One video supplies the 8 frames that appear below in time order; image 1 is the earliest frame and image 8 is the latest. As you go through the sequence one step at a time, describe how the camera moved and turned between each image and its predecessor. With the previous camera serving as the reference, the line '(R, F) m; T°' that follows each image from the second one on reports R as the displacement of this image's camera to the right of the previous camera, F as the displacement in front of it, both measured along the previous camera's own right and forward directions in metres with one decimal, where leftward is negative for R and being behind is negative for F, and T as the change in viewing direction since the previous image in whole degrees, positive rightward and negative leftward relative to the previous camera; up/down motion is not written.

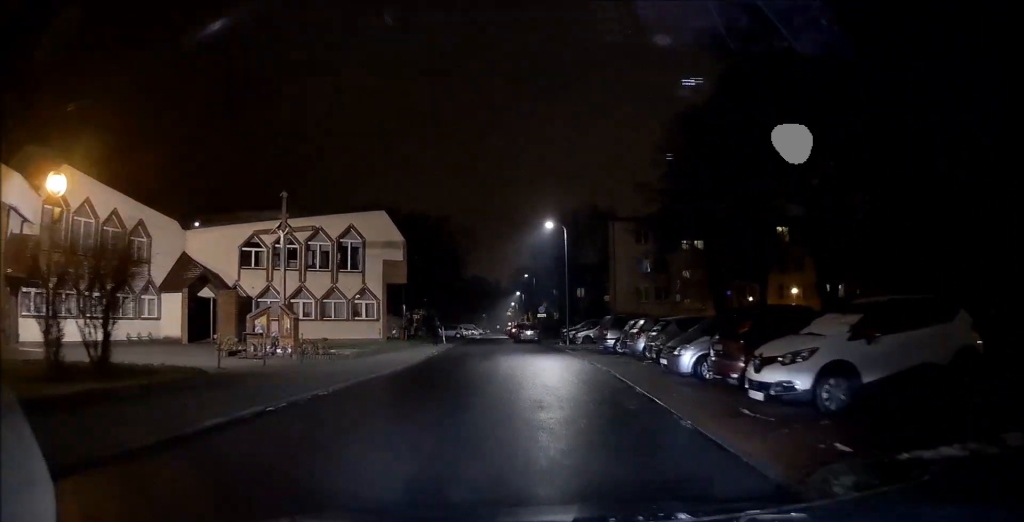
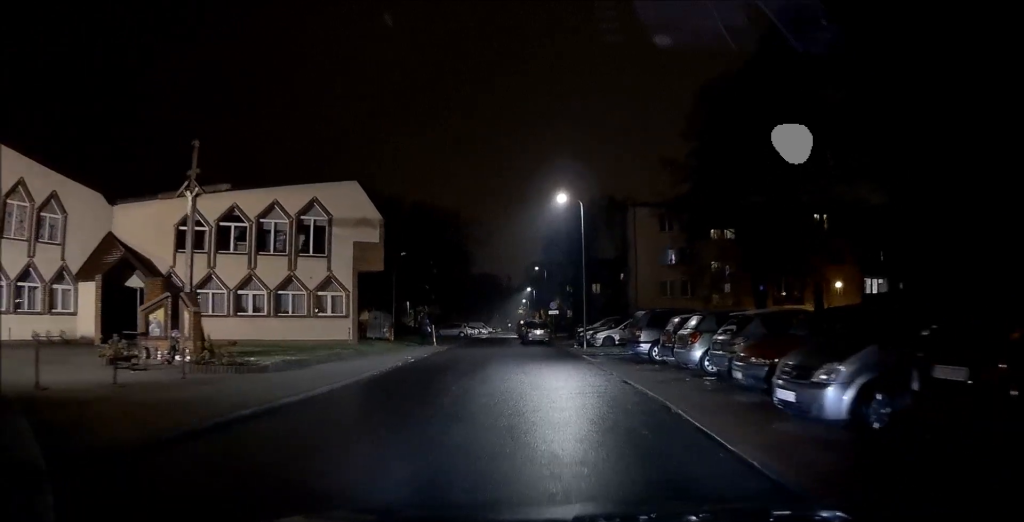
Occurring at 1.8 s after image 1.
(+0.2, +7.3) m; +3°
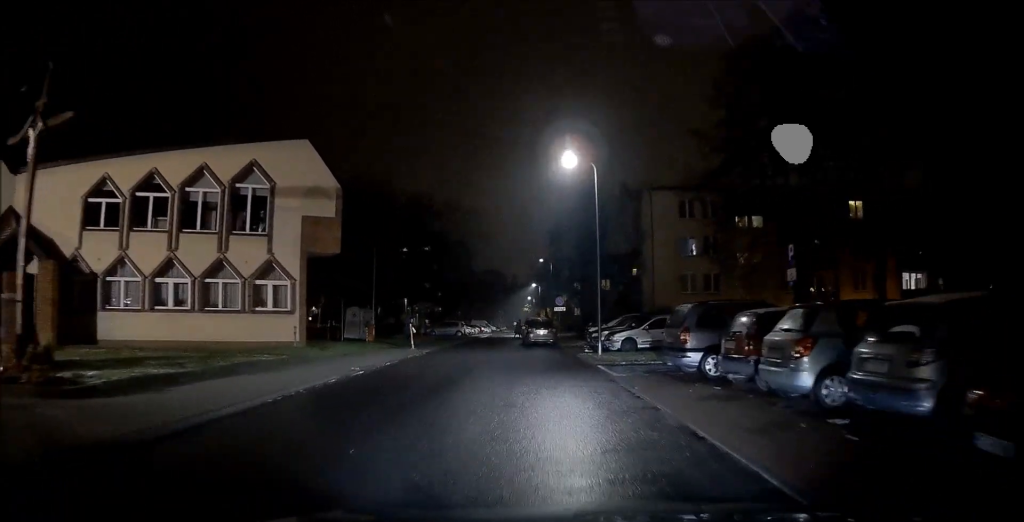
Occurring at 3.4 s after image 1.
(+0.1, +6.2) m; -3°
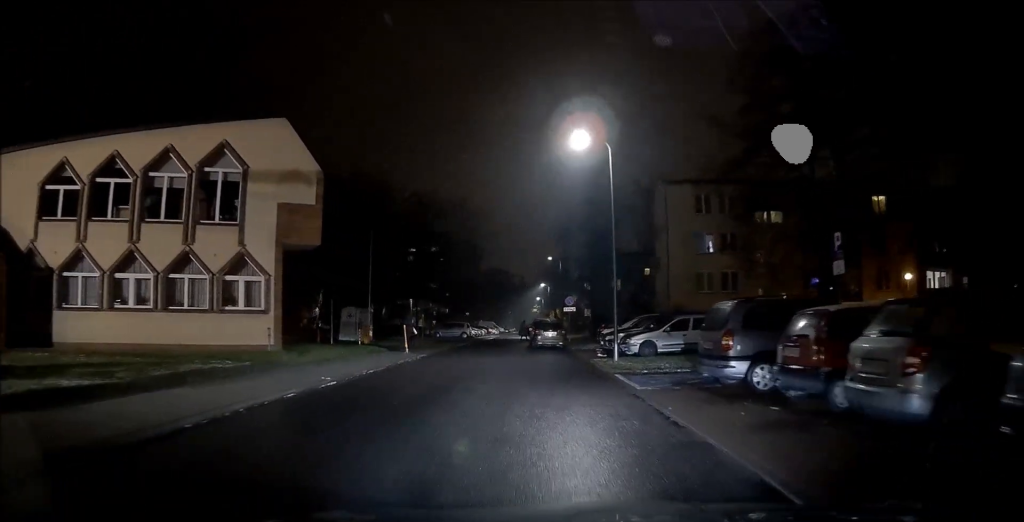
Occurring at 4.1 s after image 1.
(-0.1, +2.6) m; -1°
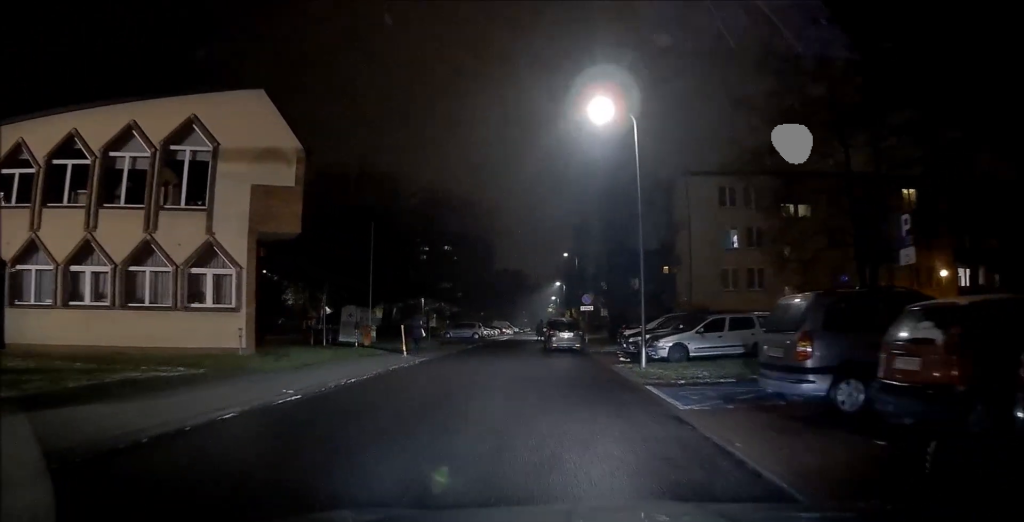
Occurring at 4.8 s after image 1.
(0.0, +2.7) m; +3°
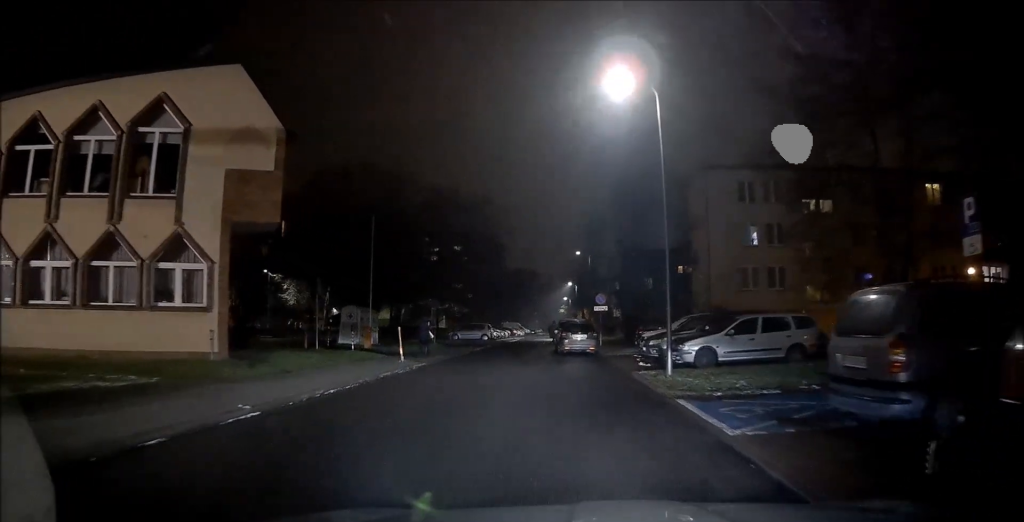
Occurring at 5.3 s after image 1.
(+0.1, +2.0) m; -2°
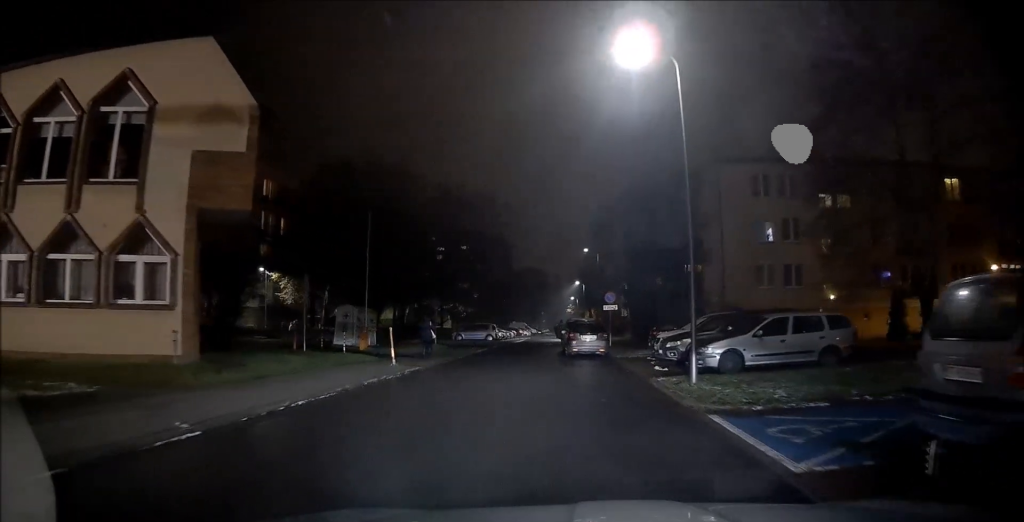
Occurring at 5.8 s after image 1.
(+0.2, +1.9) m; -3°
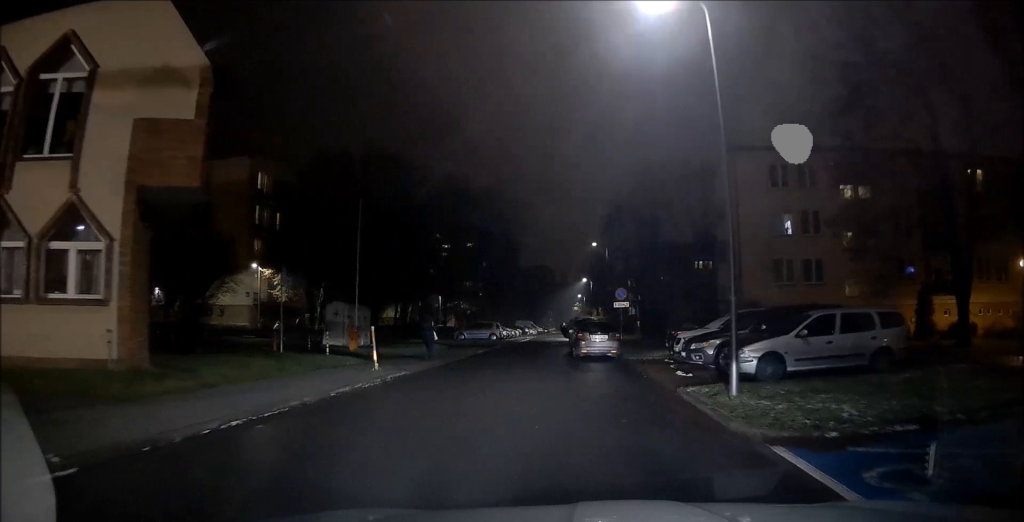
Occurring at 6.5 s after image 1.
(-0.4, +2.4) m; -3°
